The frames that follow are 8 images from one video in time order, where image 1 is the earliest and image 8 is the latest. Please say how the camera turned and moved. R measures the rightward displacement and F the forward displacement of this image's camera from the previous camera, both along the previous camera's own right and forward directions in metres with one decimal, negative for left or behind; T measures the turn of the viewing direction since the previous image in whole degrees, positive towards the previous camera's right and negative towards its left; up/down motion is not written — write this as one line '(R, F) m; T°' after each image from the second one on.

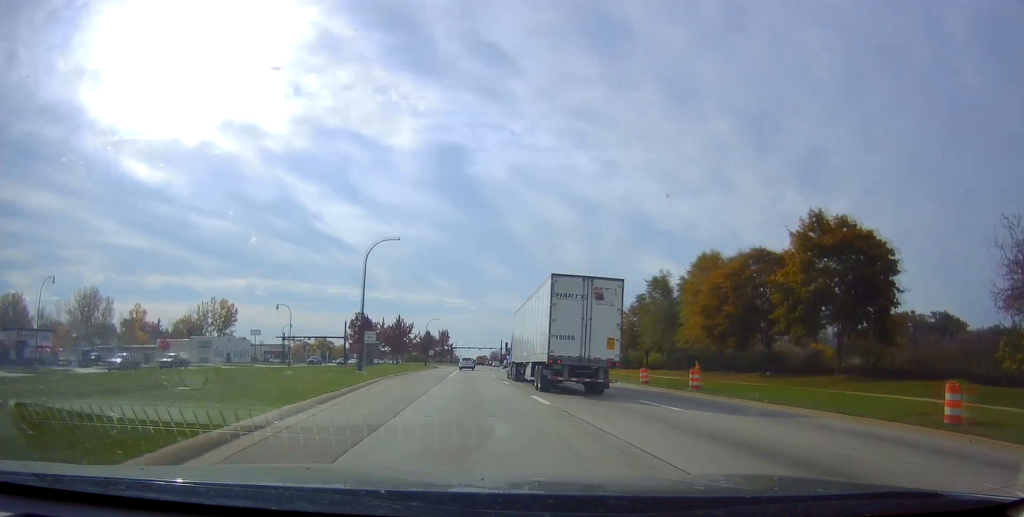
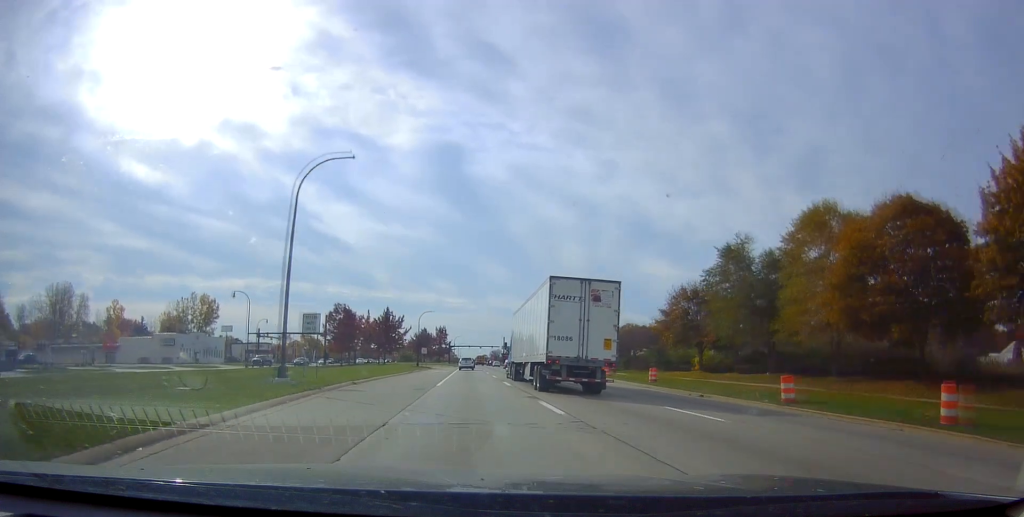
(+0.2, +17.2) m; -1°
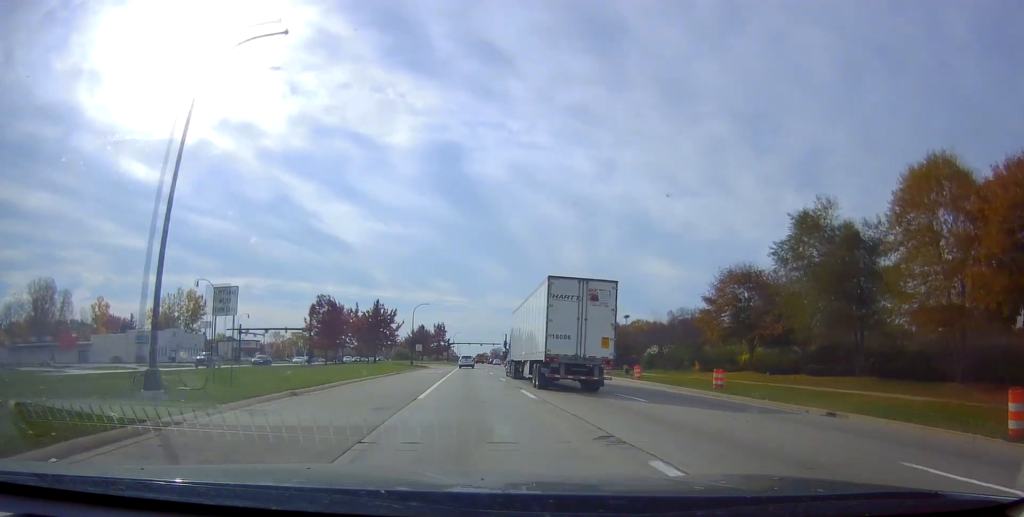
(-0.4, +10.6) m; -1°
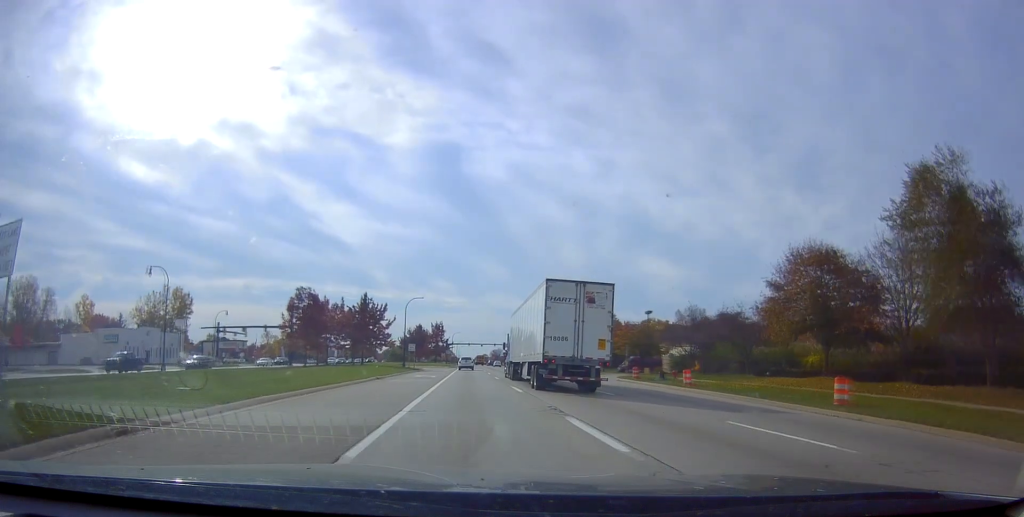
(-0.1, +10.6) m; 0°
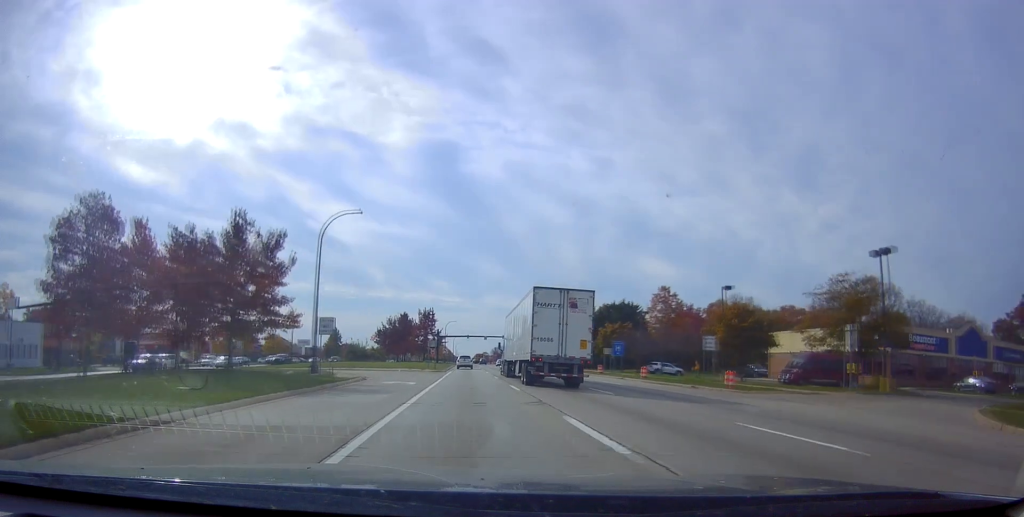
(+1.6, +45.9) m; +3°
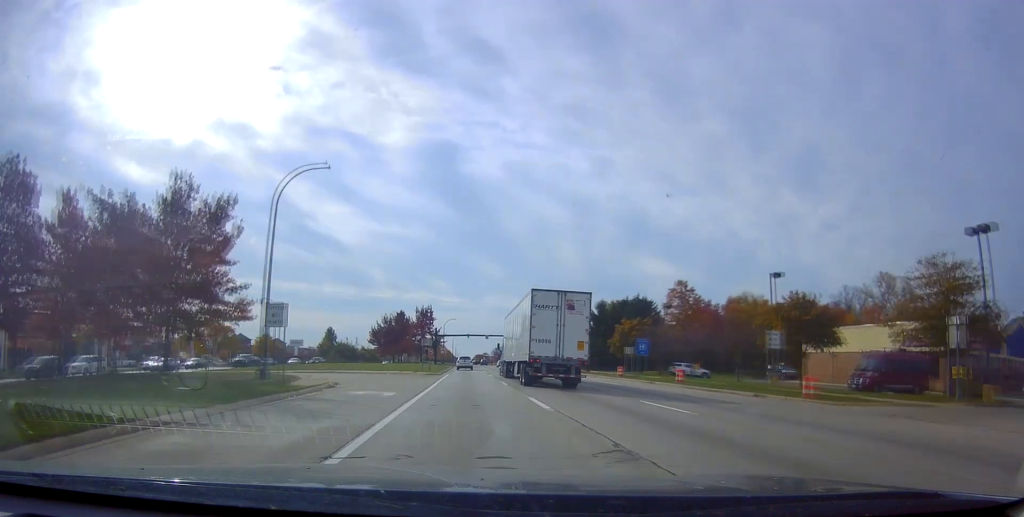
(-0.2, +8.5) m; 0°
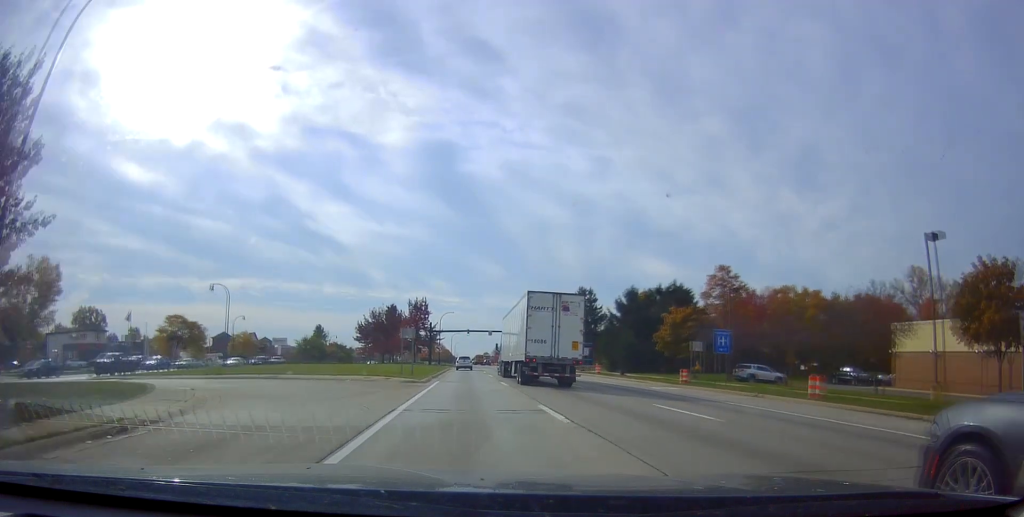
(+0.3, +16.9) m; -1°
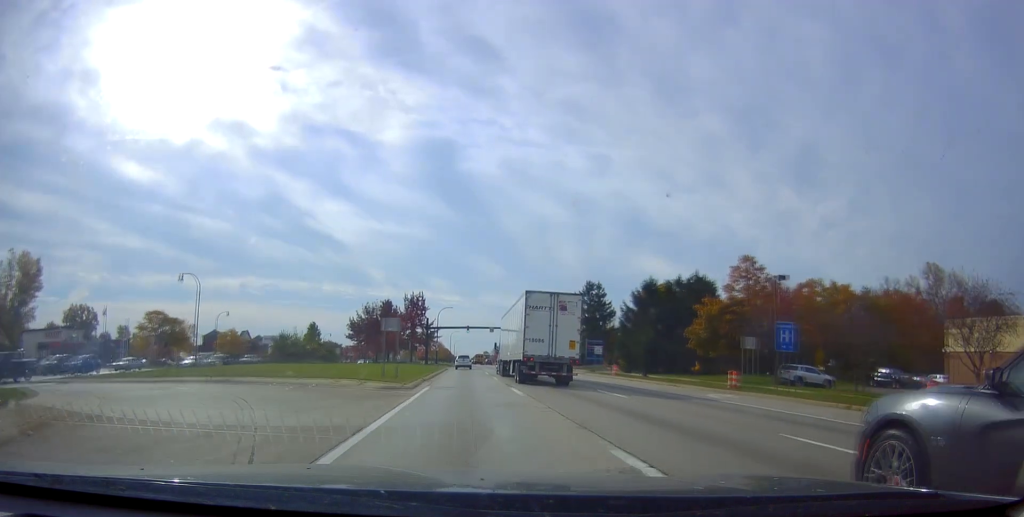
(-0.1, +7.8) m; 0°
